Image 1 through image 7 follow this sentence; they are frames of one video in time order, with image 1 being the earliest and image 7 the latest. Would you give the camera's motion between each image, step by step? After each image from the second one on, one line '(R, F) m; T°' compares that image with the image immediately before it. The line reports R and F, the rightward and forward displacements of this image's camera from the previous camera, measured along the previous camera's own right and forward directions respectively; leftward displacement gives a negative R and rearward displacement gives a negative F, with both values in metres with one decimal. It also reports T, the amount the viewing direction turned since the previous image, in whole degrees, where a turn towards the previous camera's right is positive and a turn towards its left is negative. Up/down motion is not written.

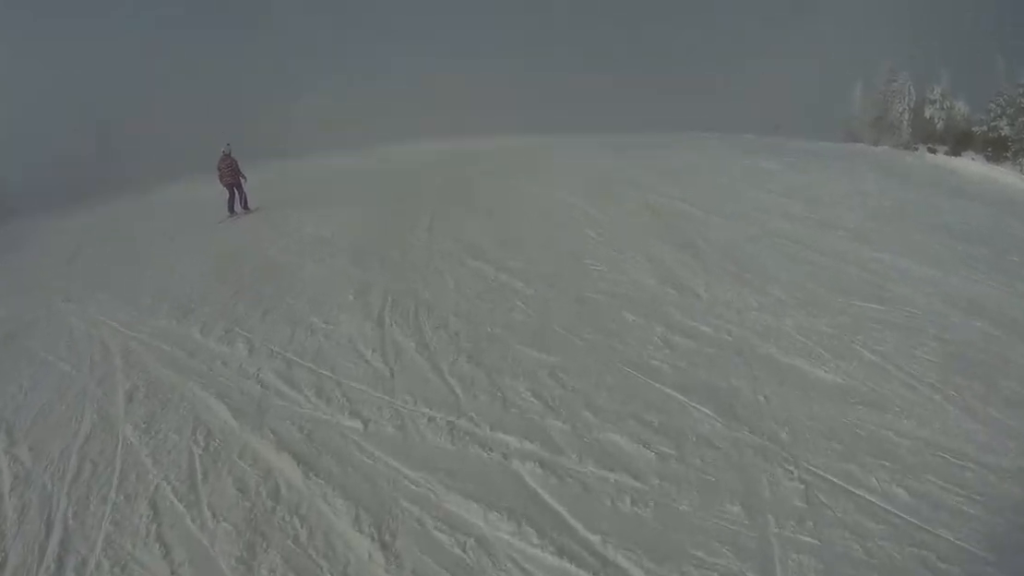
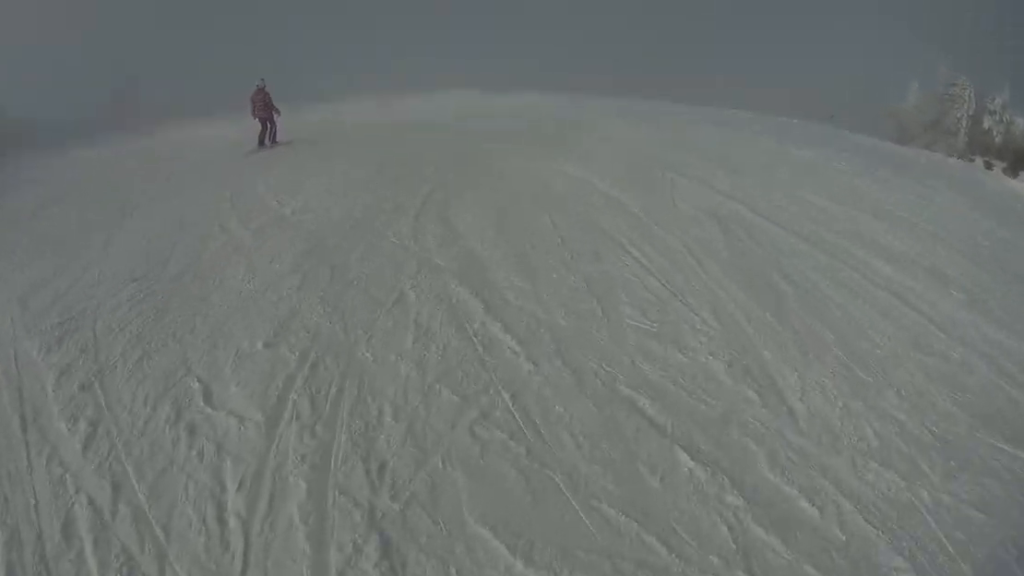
(+0.3, +2.1) m; +6°
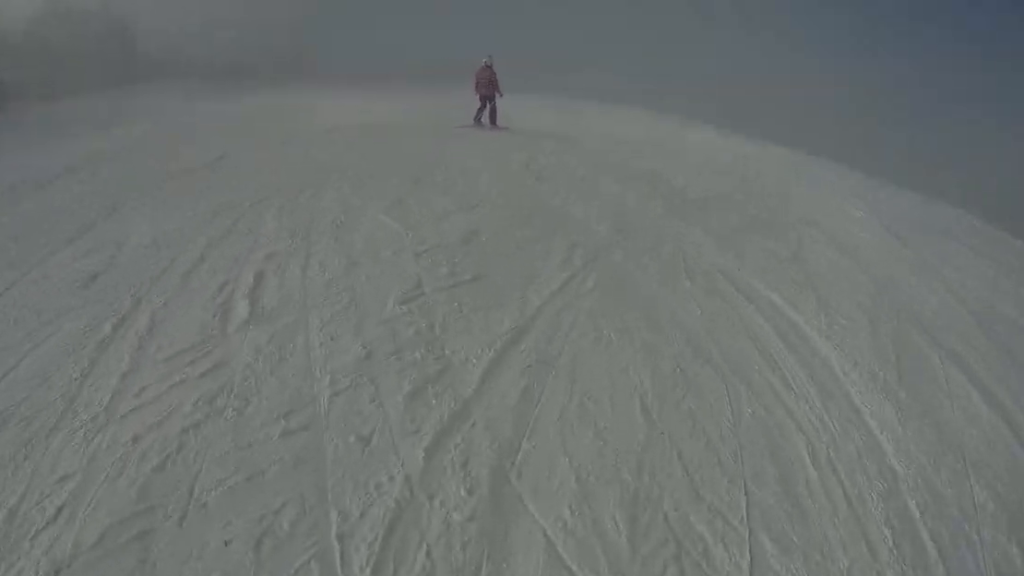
(+1.0, +4.1) m; +4°
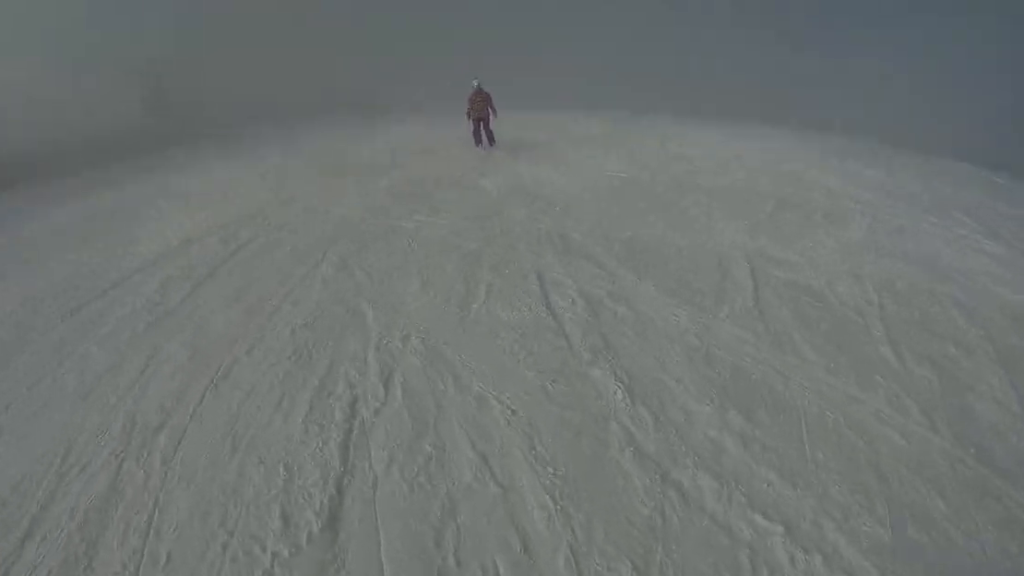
(-1.0, +5.7) m; -4°
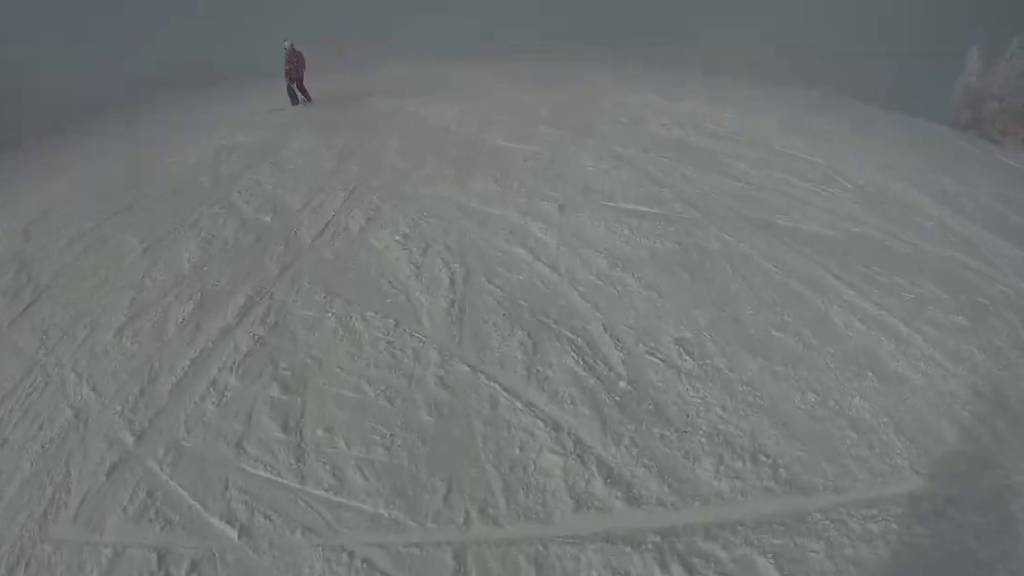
(+0.5, +5.3) m; -3°
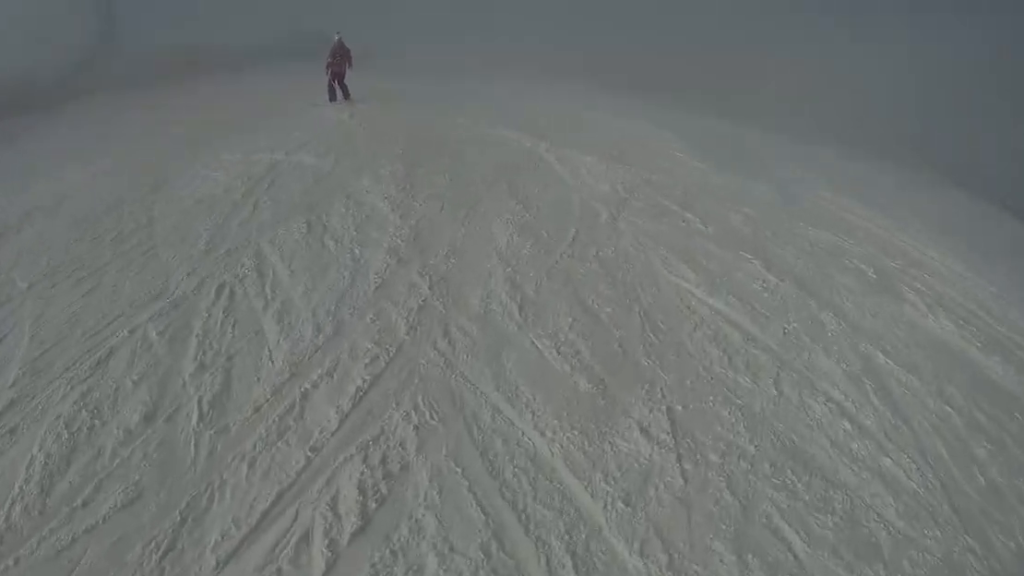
(-0.2, +4.0) m; -17°
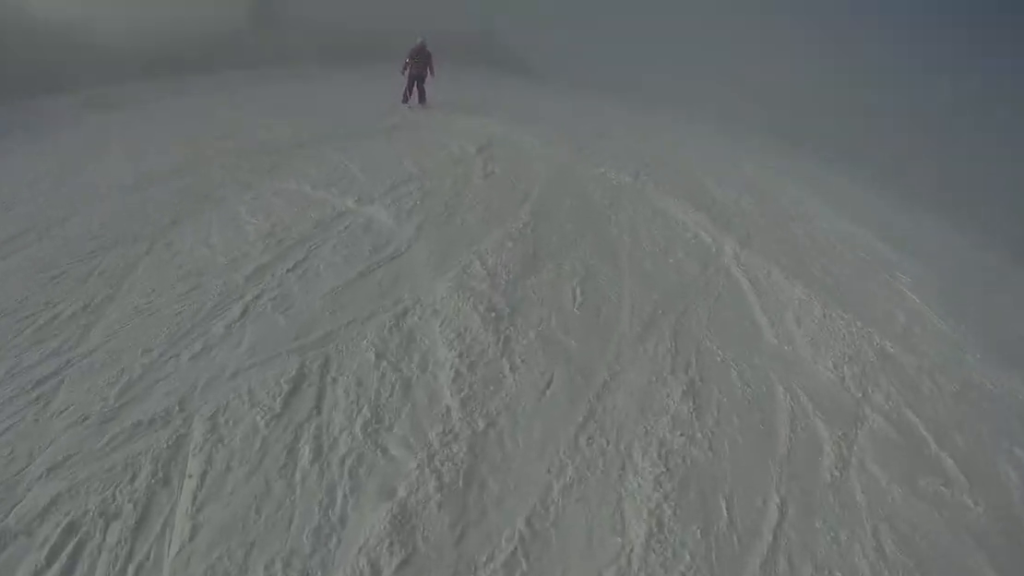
(-0.6, +2.9) m; -17°
